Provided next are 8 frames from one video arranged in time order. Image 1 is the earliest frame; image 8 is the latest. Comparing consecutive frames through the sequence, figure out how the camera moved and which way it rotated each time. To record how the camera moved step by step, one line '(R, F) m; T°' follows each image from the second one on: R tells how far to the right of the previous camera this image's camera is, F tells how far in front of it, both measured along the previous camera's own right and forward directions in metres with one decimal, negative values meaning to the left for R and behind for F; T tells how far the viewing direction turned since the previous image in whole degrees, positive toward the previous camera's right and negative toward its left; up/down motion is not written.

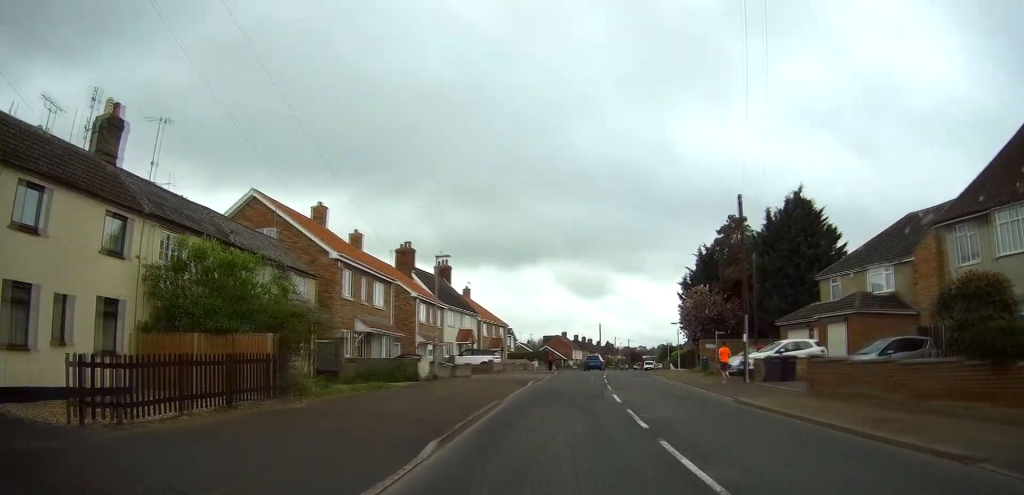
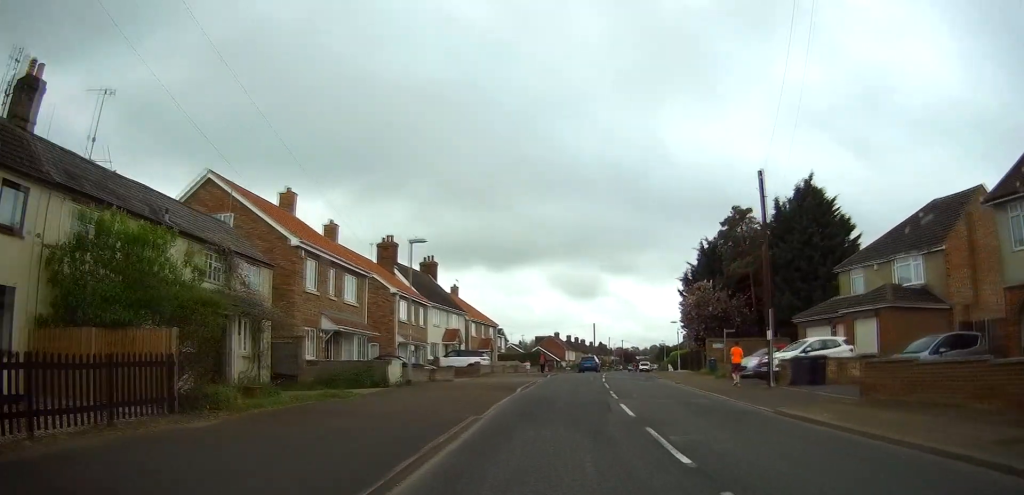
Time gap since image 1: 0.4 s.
(+0.3, +3.8) m; 0°
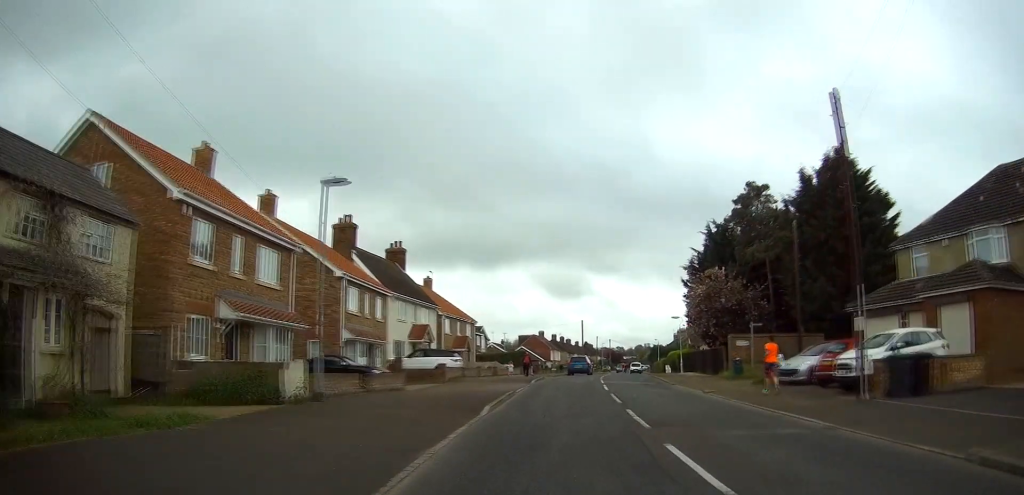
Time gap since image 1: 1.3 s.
(0.0, +7.9) m; -1°
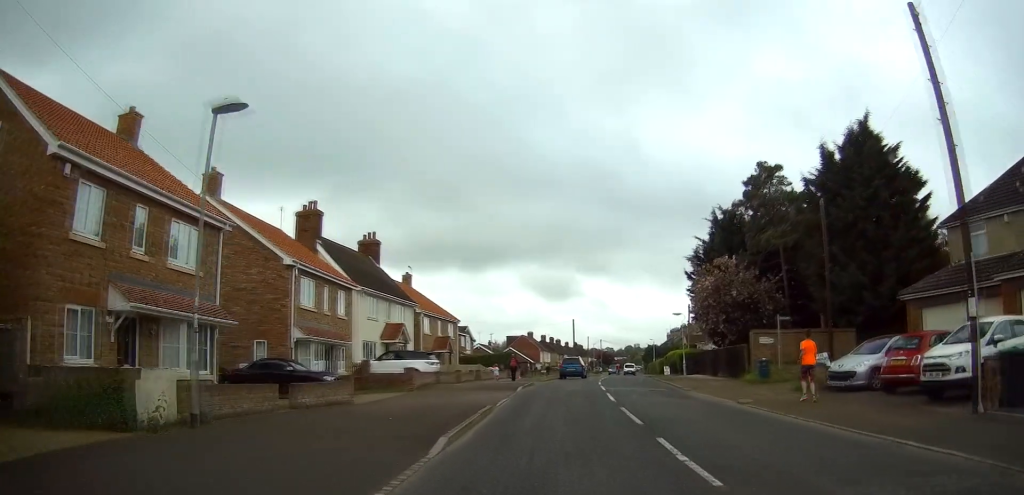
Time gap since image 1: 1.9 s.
(-0.3, +5.2) m; -1°
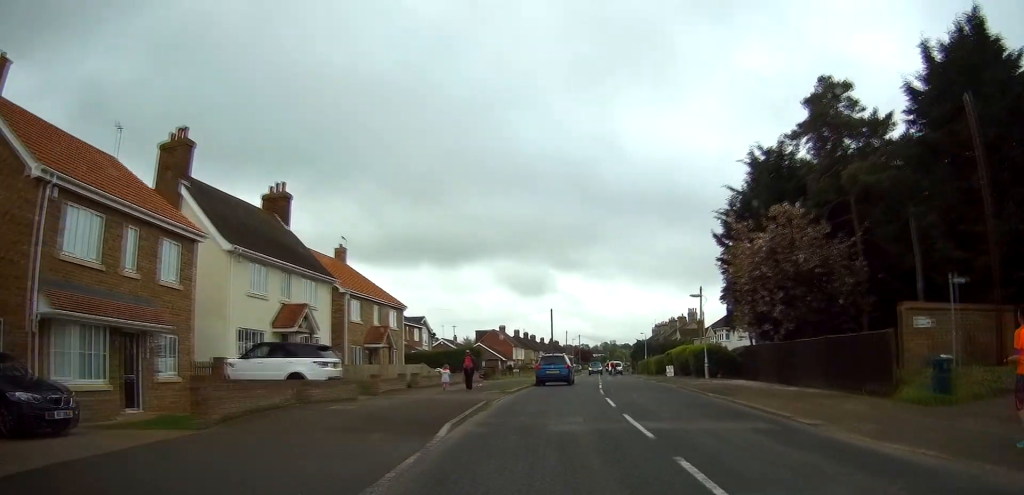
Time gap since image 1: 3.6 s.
(+0.9, +14.5) m; +6°
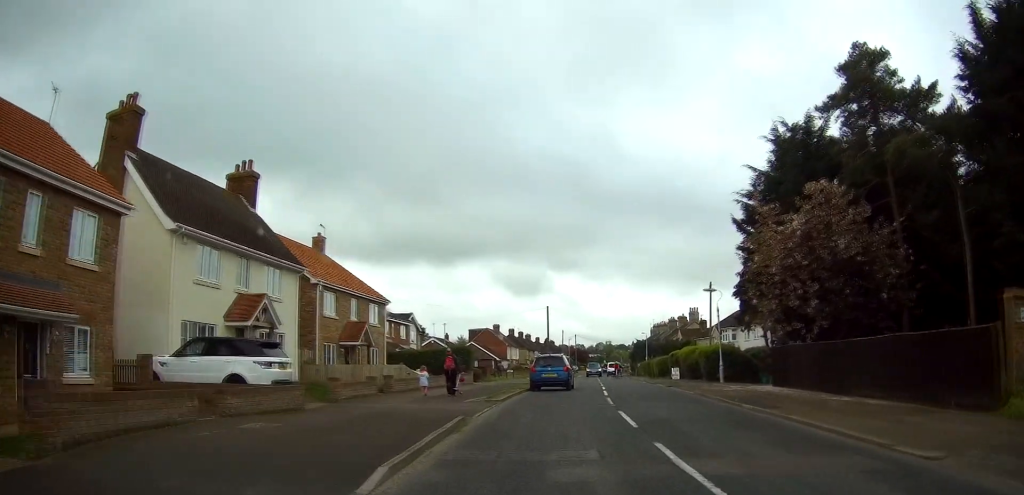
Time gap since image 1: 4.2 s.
(0.0, +4.6) m; +1°
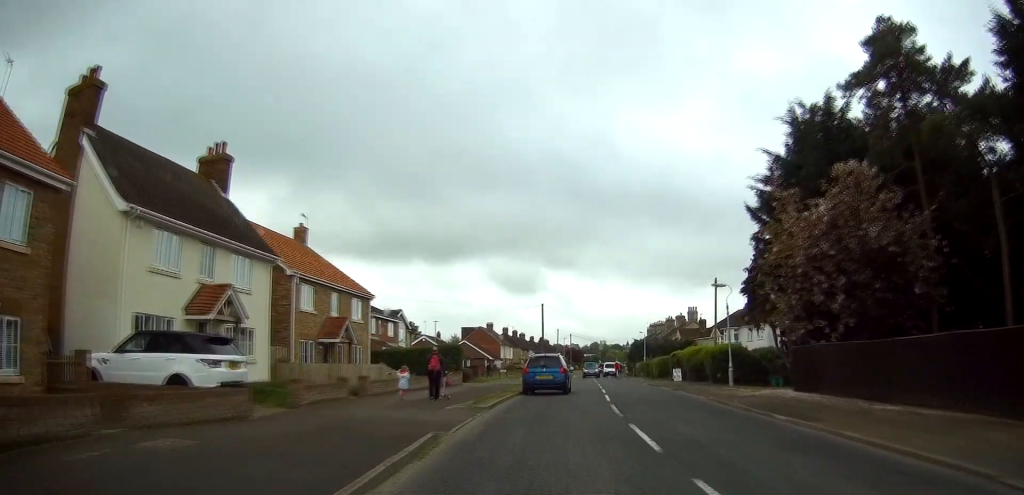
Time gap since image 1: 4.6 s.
(0.0, +3.1) m; 0°
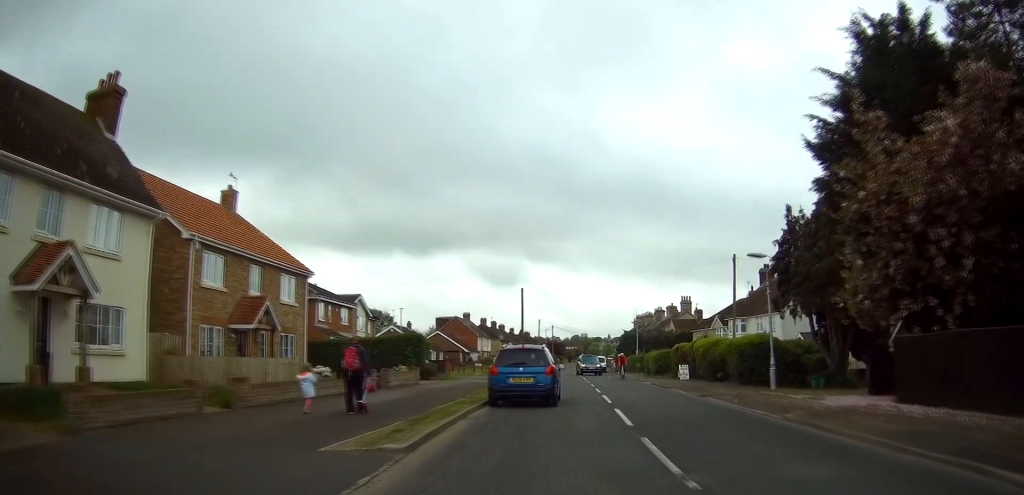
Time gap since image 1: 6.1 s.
(+0.1, +9.5) m; +2°
